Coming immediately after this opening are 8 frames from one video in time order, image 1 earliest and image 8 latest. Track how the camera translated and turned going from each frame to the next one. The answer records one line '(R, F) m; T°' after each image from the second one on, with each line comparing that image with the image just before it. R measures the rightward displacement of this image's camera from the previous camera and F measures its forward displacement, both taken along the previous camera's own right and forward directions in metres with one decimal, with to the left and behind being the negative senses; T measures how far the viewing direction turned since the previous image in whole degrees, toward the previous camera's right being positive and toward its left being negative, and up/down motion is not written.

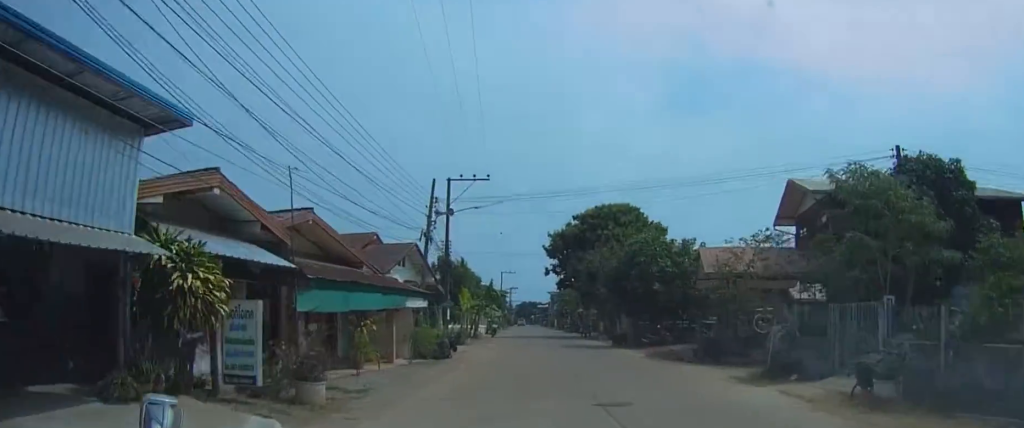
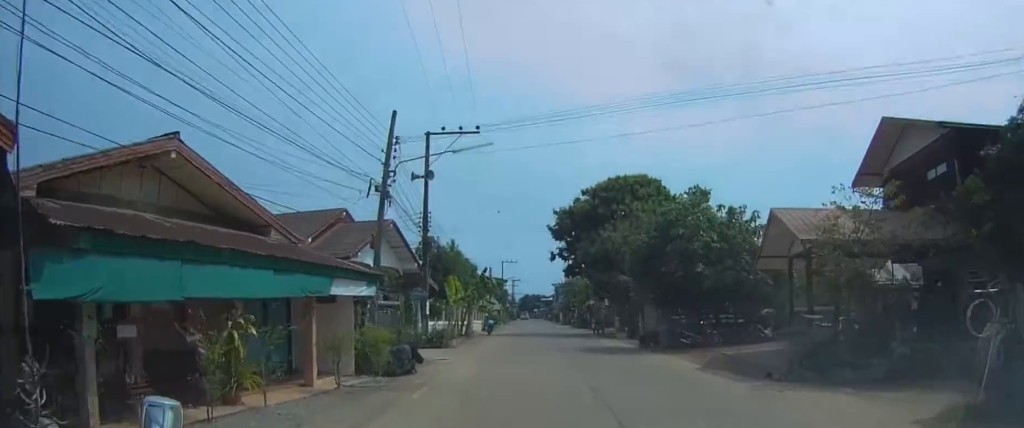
(0.0, +8.5) m; 0°
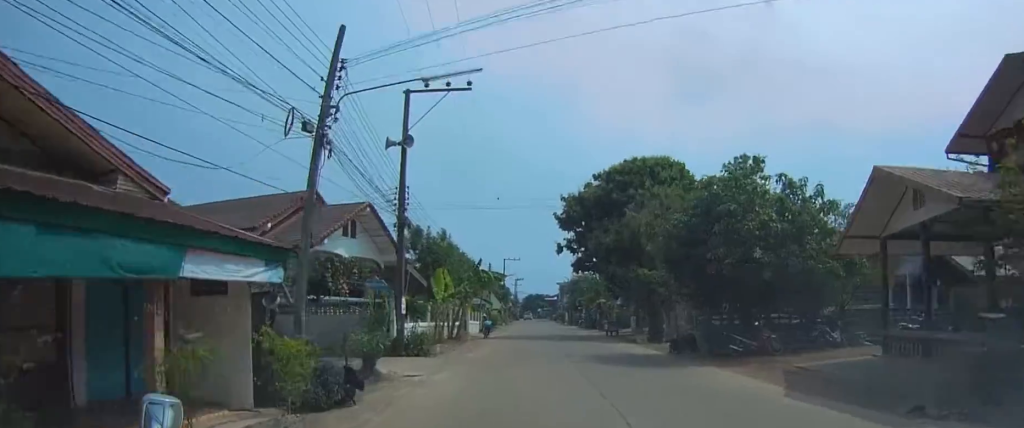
(+0.1, +6.3) m; 0°
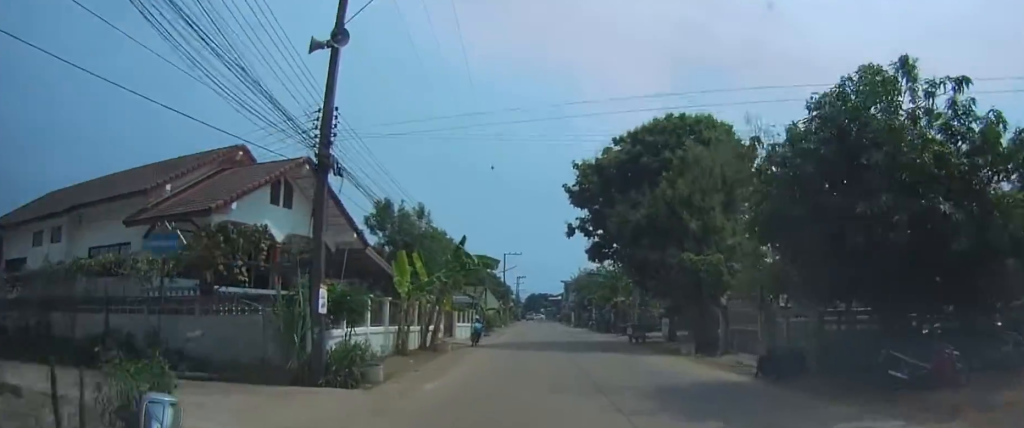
(0.0, +9.3) m; -1°
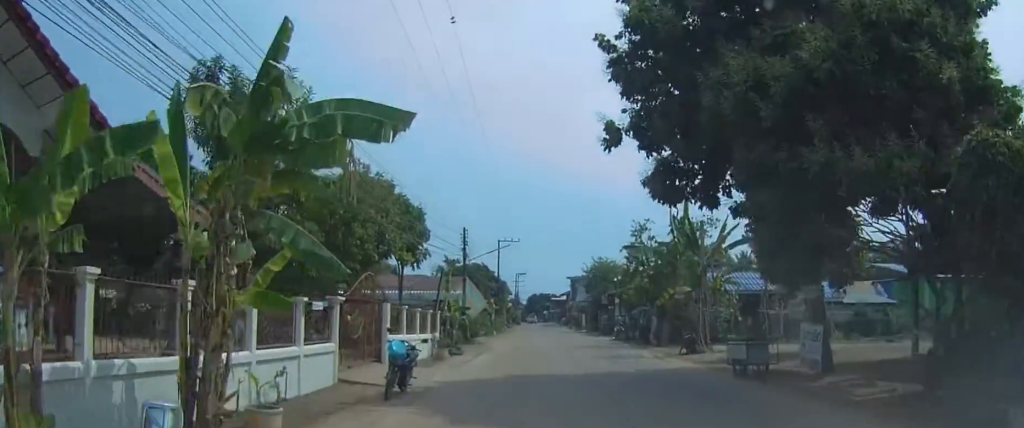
(-0.1, +16.1) m; 0°
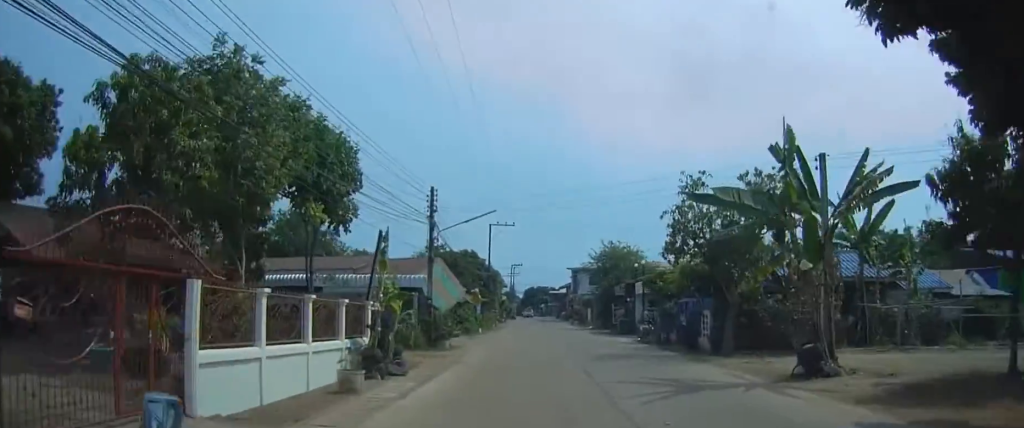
(+0.1, +9.2) m; 0°
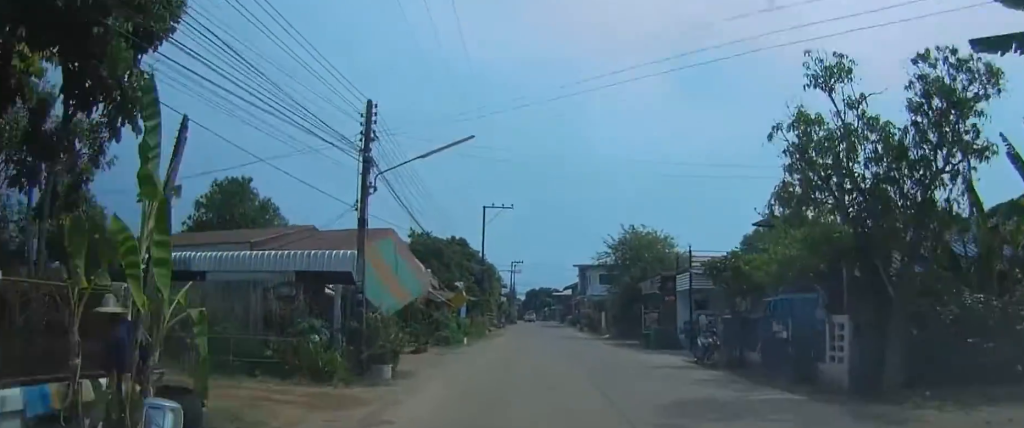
(0.0, +8.7) m; -1°
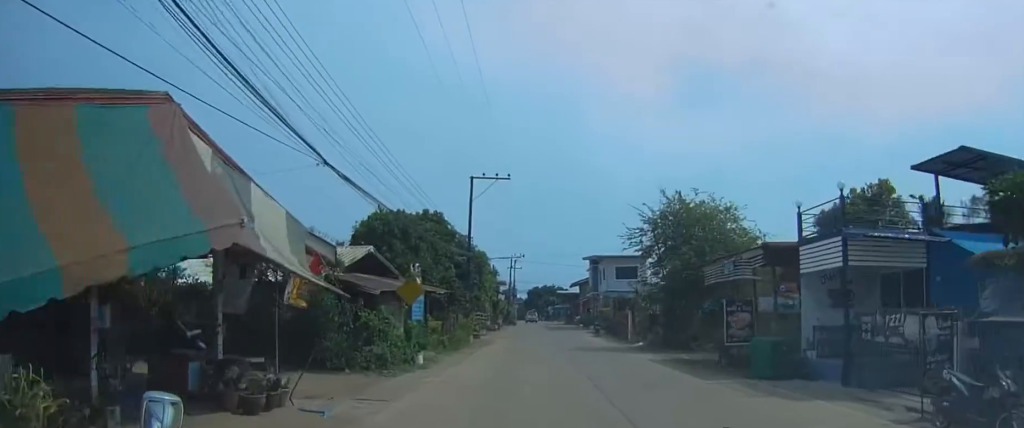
(-0.1, +13.3) m; -1°
